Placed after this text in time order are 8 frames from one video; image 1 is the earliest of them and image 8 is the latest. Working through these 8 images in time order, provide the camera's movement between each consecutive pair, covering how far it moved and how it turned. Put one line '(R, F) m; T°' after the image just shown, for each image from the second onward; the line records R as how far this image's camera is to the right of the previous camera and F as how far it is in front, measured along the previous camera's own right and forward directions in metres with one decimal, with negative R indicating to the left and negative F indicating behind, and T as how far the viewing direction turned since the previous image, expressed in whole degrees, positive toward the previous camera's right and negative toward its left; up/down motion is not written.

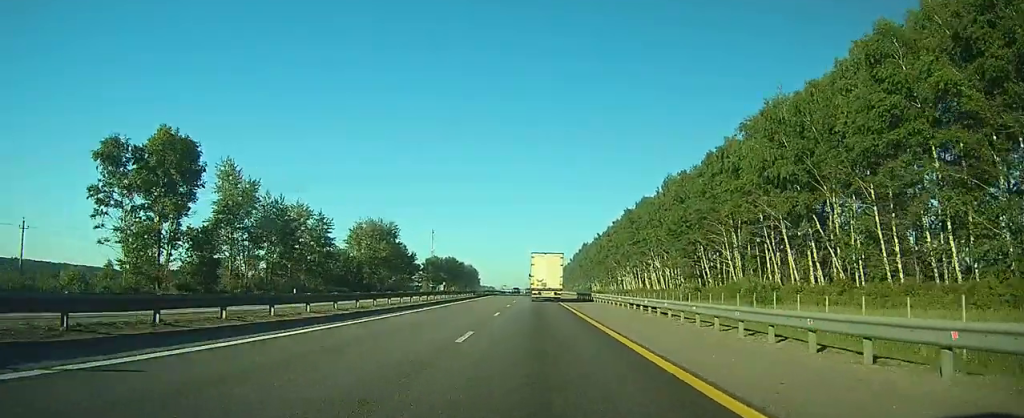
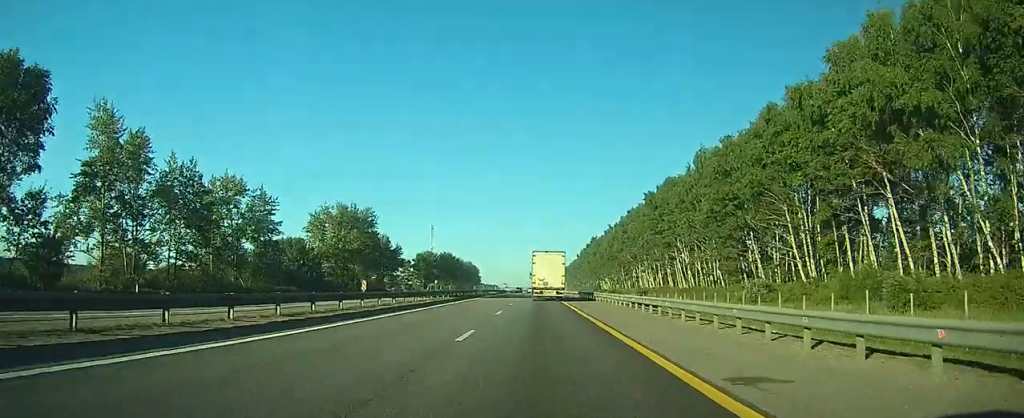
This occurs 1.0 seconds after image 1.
(0.0, +23.5) m; 0°
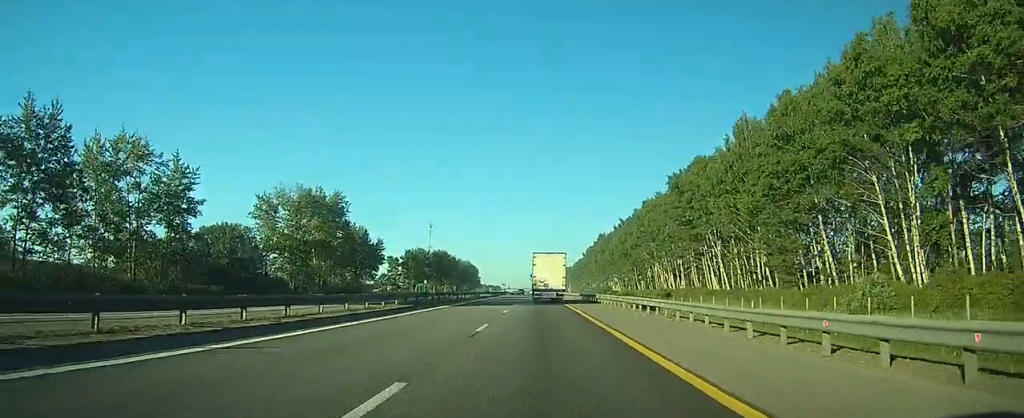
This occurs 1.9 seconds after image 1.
(0.0, +20.5) m; 0°
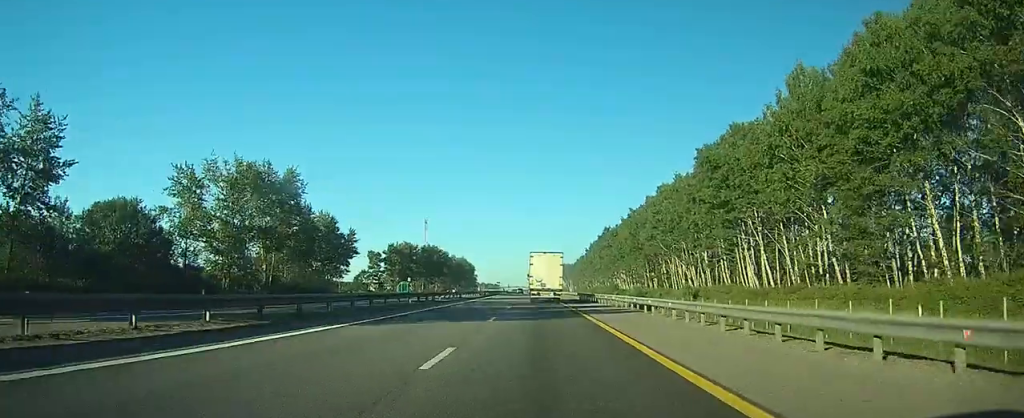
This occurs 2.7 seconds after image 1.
(0.0, +19.9) m; -1°
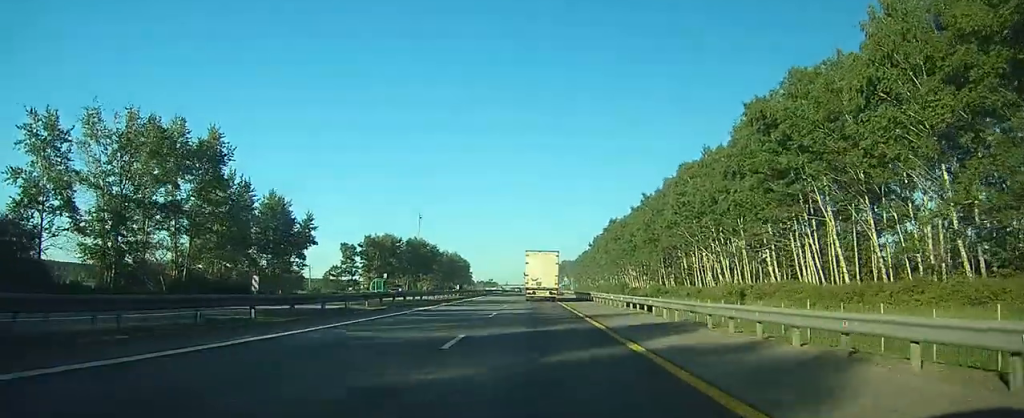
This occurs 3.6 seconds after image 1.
(-0.3, +21.6) m; -1°
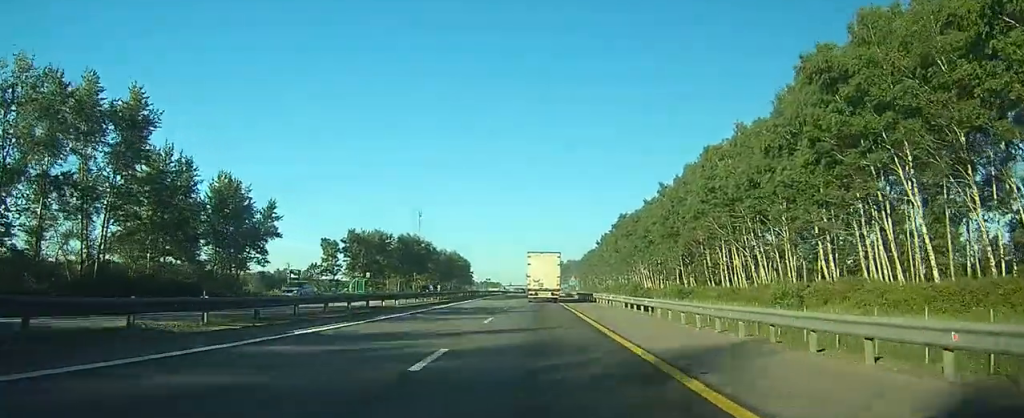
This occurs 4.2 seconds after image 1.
(0.0, +15.1) m; +1°
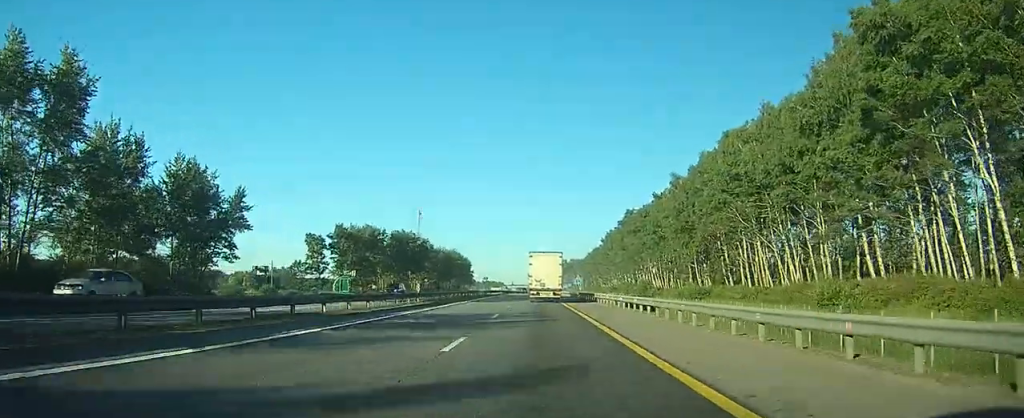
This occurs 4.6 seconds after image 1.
(-0.1, +9.5) m; +1°
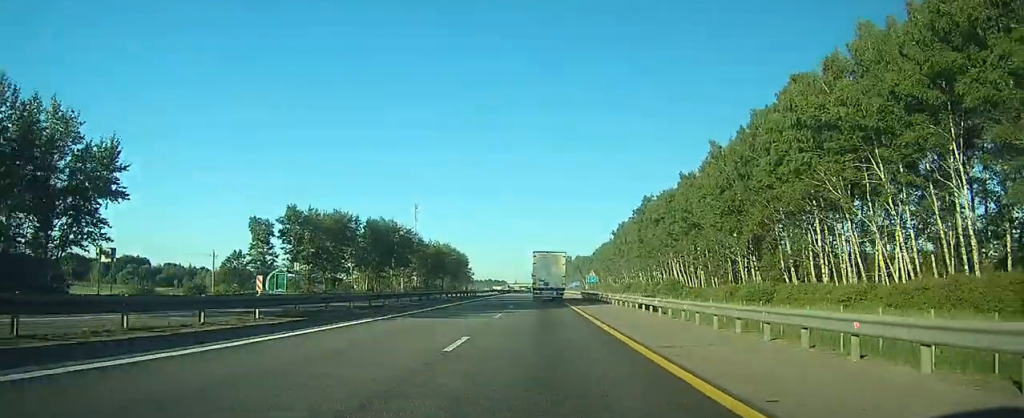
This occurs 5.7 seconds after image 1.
(+0.6, +24.1) m; 0°
